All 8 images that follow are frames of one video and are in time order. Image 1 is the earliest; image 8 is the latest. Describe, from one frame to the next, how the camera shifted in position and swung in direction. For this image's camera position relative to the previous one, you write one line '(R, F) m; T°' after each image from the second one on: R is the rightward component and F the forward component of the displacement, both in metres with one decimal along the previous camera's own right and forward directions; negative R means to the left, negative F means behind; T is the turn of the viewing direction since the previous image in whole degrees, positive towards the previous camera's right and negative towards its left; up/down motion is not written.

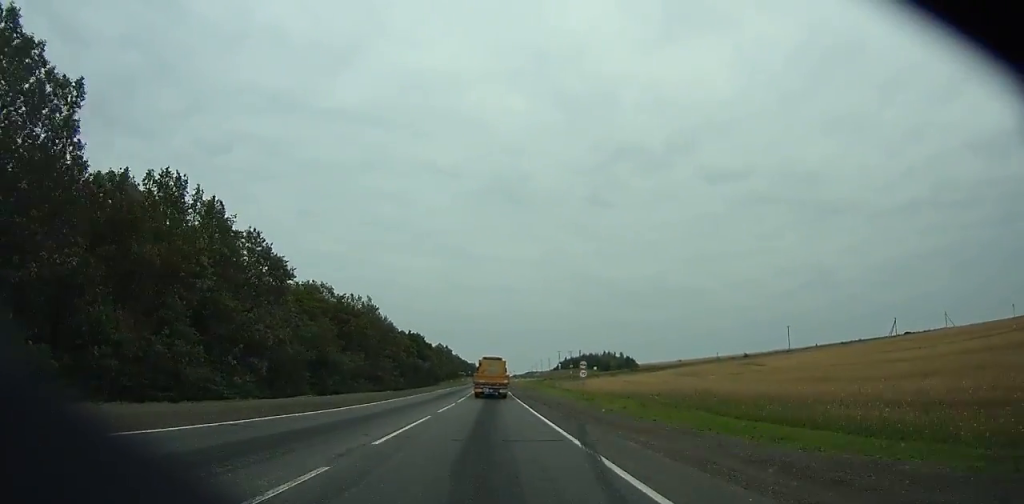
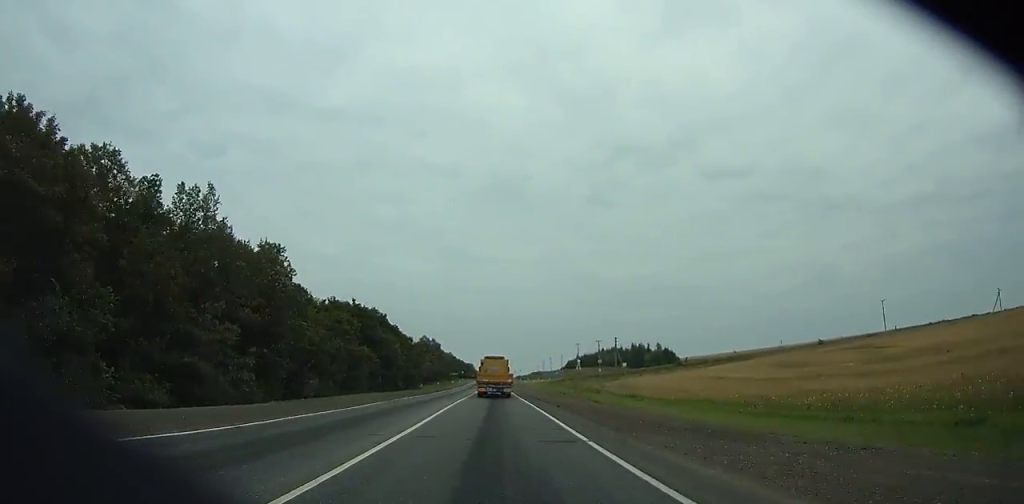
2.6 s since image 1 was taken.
(-0.1, +59.1) m; 0°
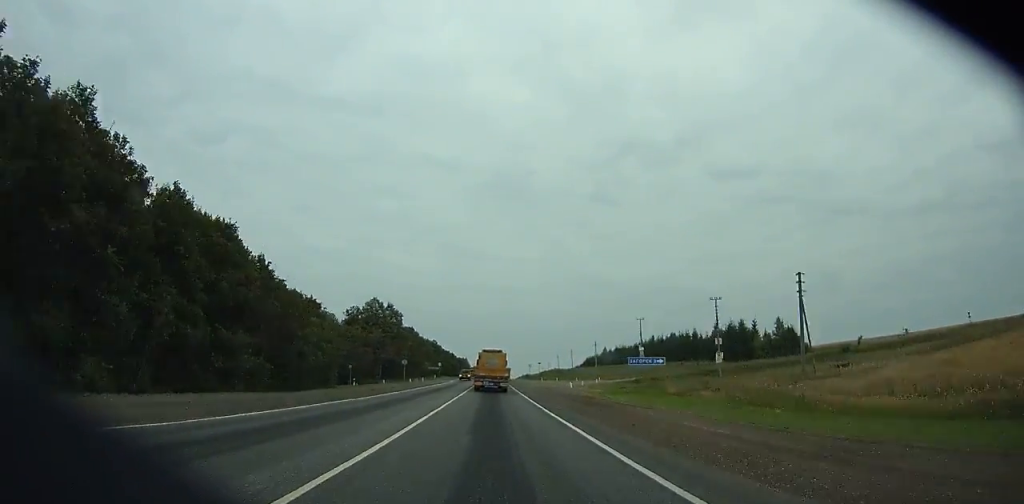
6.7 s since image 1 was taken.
(0.0, +91.4) m; 0°
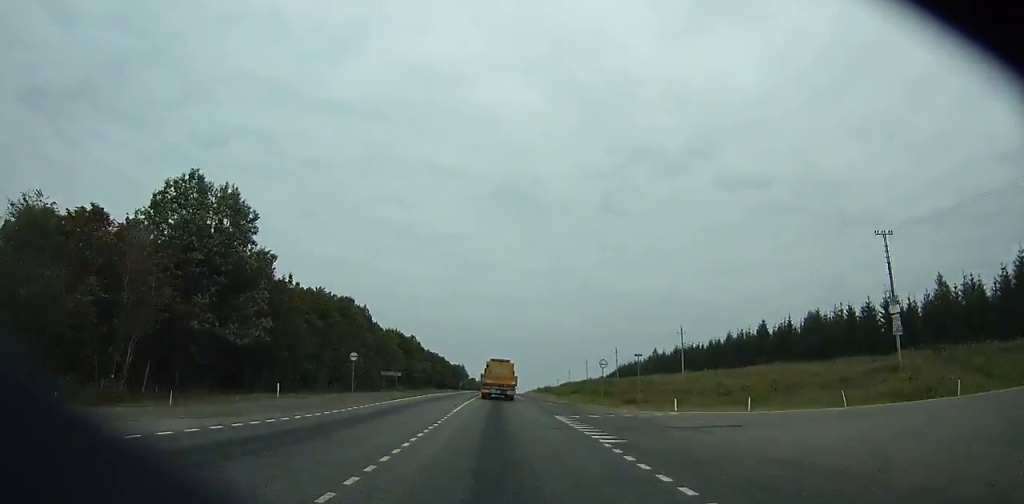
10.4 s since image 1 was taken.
(-0.2, +80.6) m; 0°
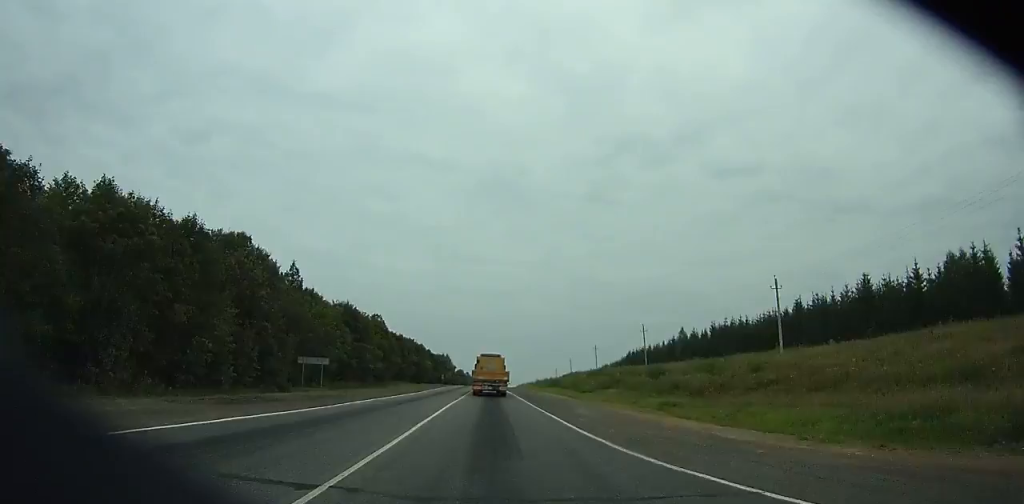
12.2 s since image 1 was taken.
(+0.2, +38.5) m; 0°
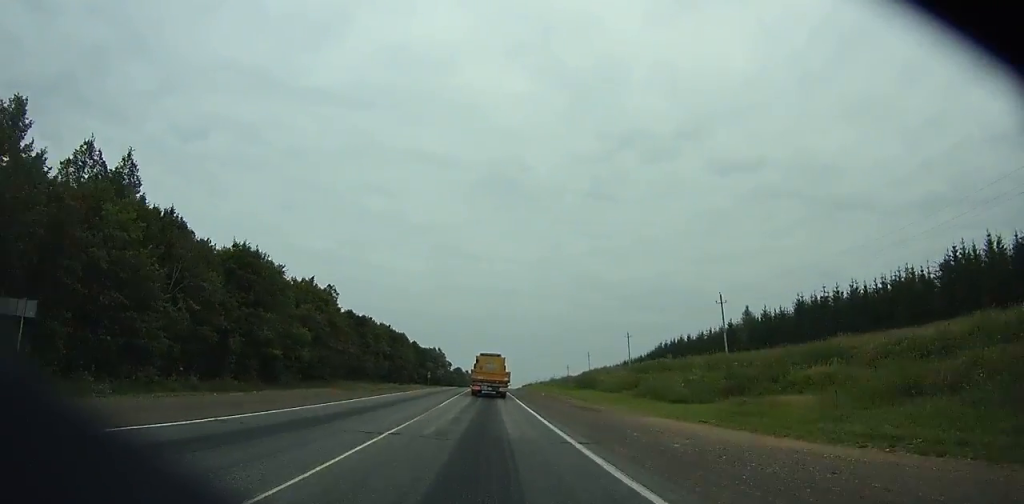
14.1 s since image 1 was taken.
(+0.1, +40.2) m; 0°
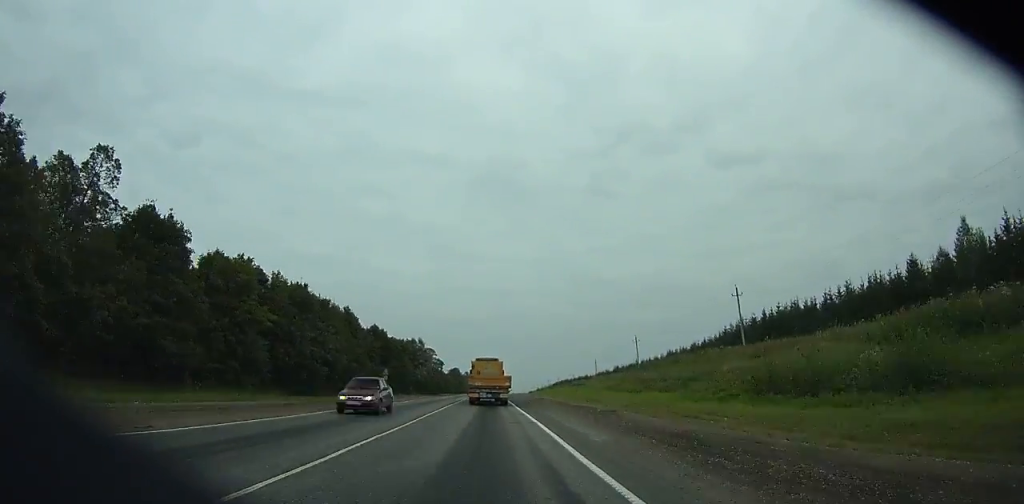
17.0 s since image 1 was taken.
(+0.3, +60.2) m; 0°
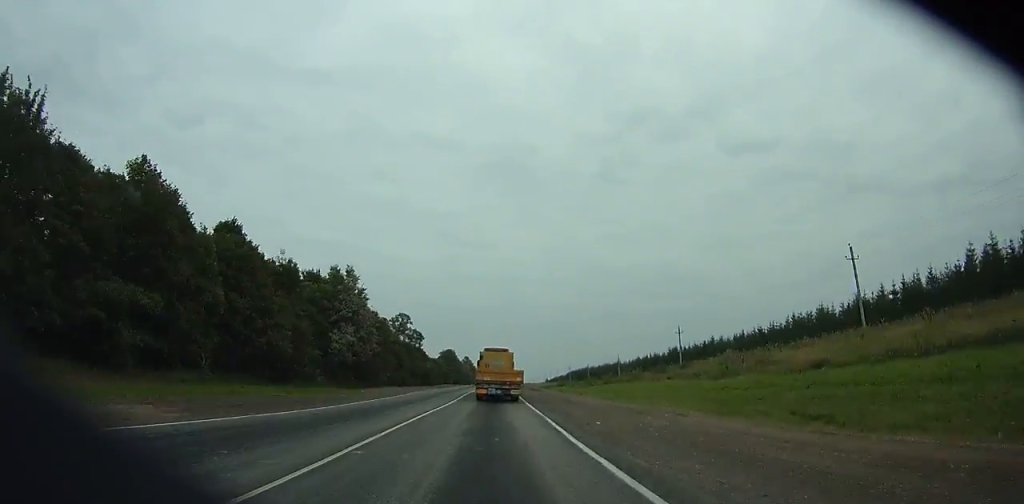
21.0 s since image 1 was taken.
(-0.3, +80.1) m; 0°
